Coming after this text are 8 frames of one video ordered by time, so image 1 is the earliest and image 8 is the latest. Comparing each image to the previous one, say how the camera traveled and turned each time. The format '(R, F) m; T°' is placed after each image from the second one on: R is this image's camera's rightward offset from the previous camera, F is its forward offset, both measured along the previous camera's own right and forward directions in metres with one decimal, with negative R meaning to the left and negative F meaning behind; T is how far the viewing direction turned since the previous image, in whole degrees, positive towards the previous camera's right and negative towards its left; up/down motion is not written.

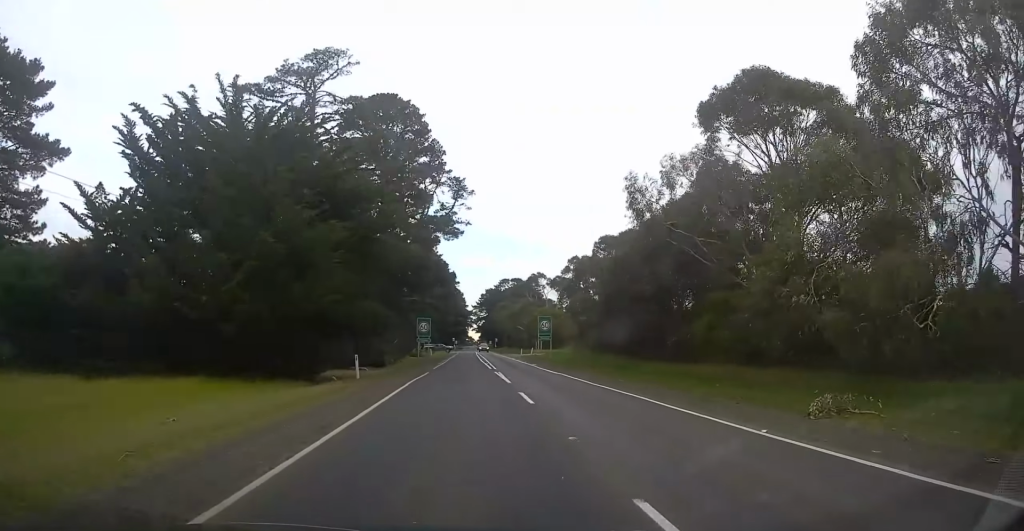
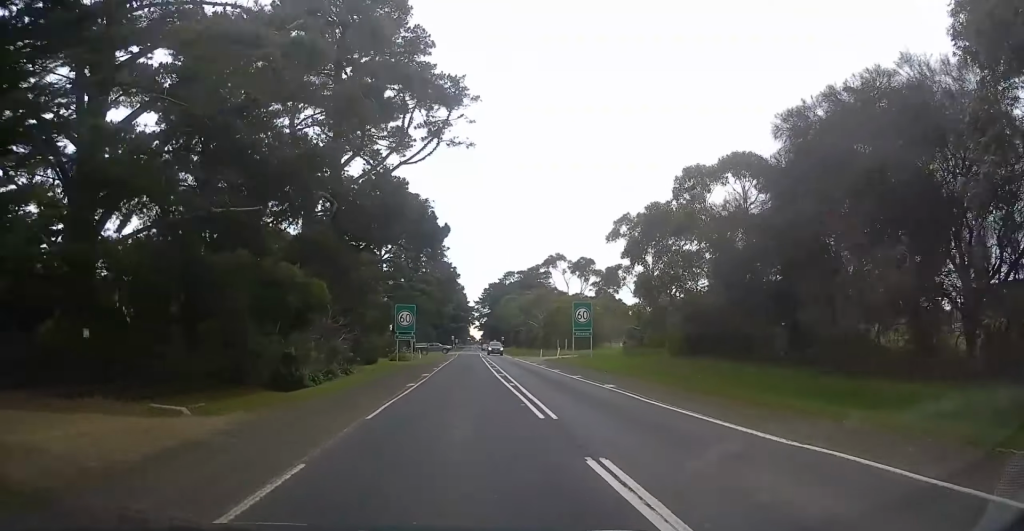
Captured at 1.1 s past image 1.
(+0.5, +22.5) m; 0°
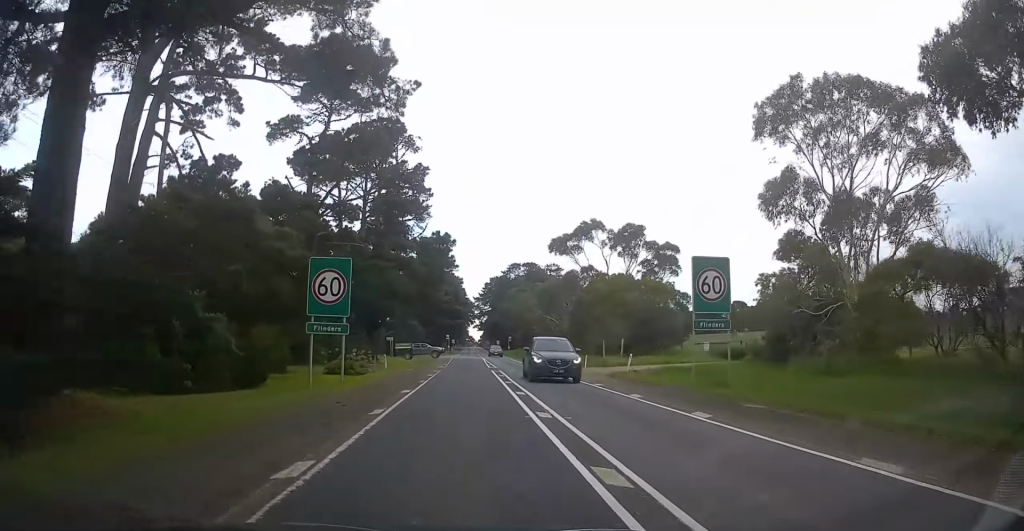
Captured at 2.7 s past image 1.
(-0.3, +27.2) m; -2°
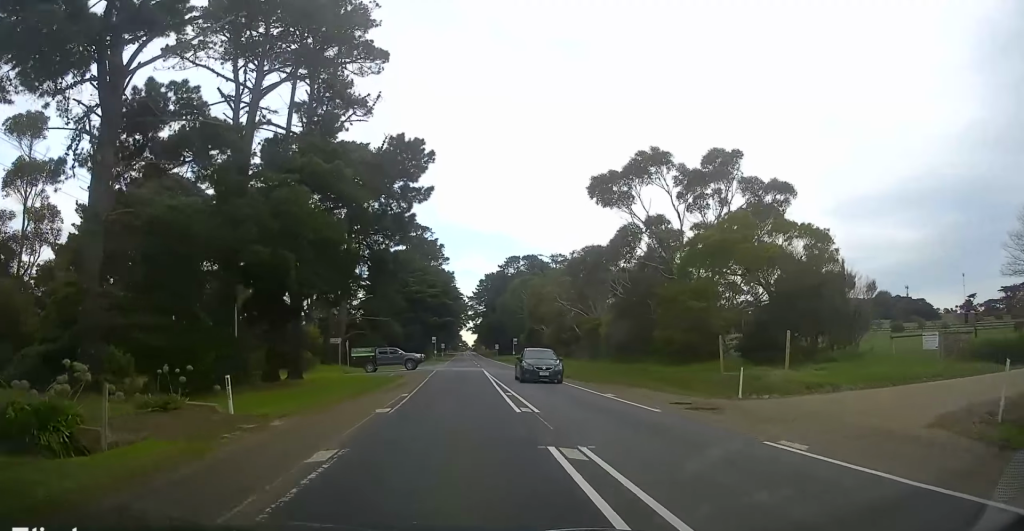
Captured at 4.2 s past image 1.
(-0.2, +24.2) m; +2°
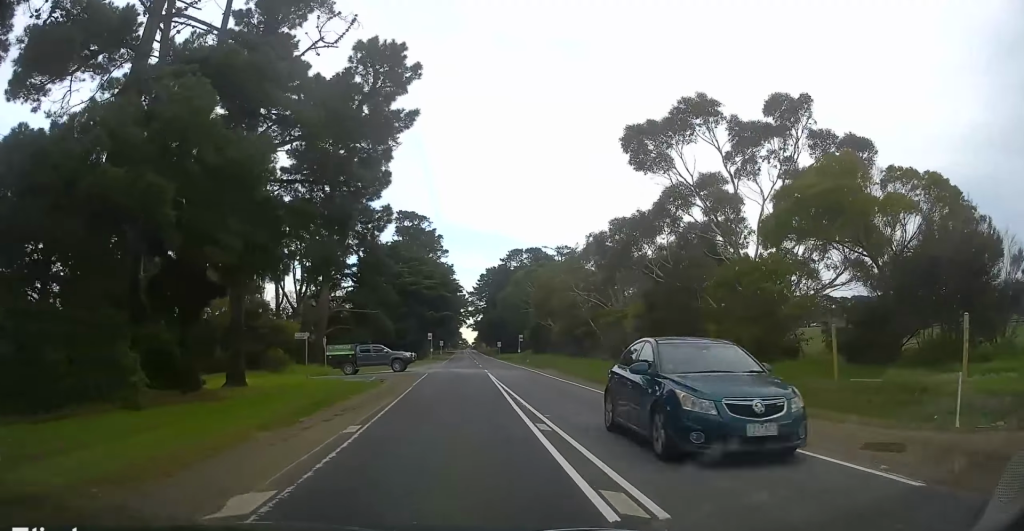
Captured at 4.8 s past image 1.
(+0.2, +8.8) m; +1°
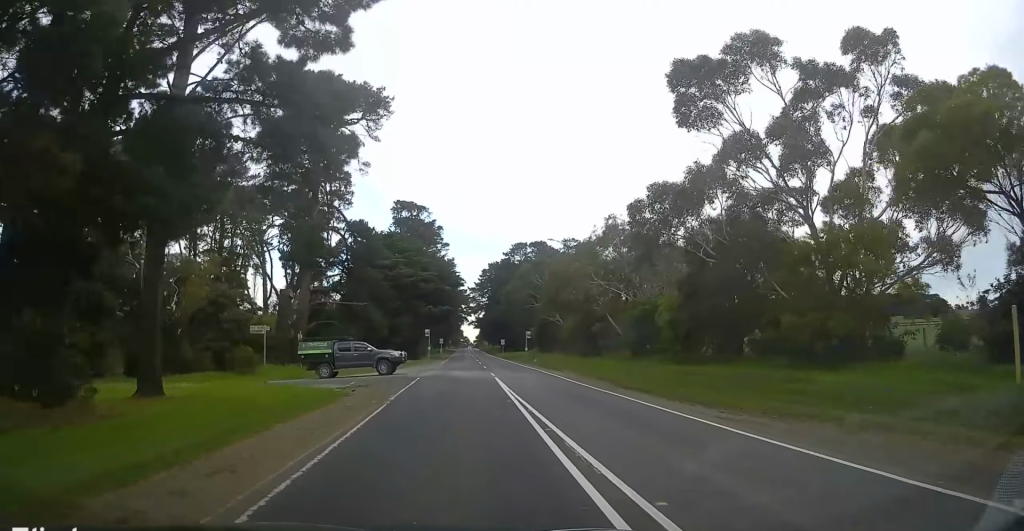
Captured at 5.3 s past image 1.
(-0.1, +7.1) m; 0°
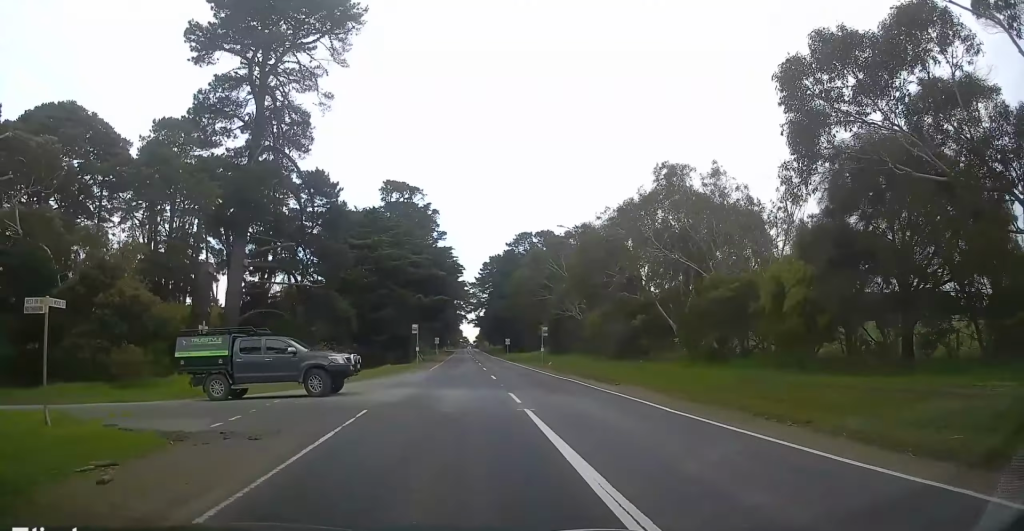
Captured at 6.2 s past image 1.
(0.0, +15.1) m; 0°
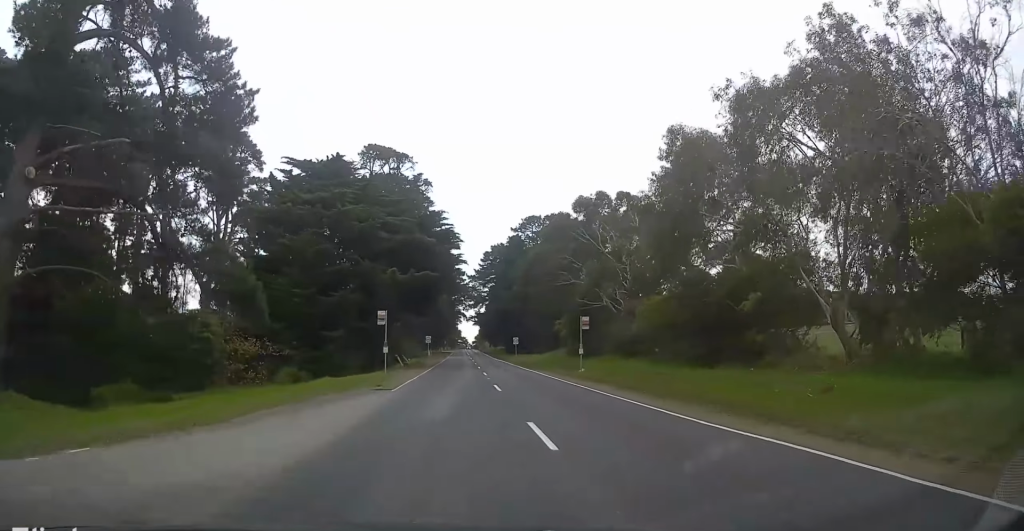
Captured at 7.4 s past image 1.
(0.0, +18.6) m; -2°
